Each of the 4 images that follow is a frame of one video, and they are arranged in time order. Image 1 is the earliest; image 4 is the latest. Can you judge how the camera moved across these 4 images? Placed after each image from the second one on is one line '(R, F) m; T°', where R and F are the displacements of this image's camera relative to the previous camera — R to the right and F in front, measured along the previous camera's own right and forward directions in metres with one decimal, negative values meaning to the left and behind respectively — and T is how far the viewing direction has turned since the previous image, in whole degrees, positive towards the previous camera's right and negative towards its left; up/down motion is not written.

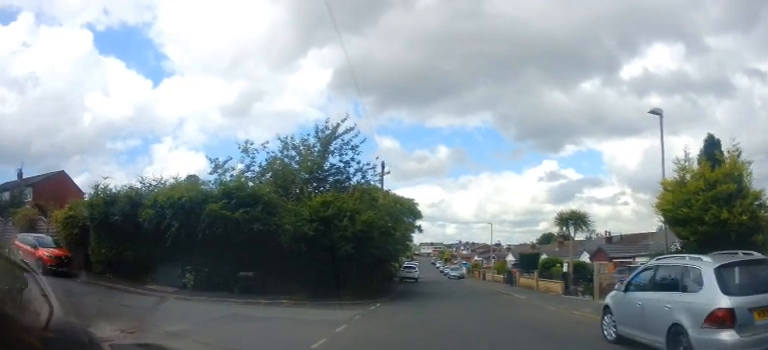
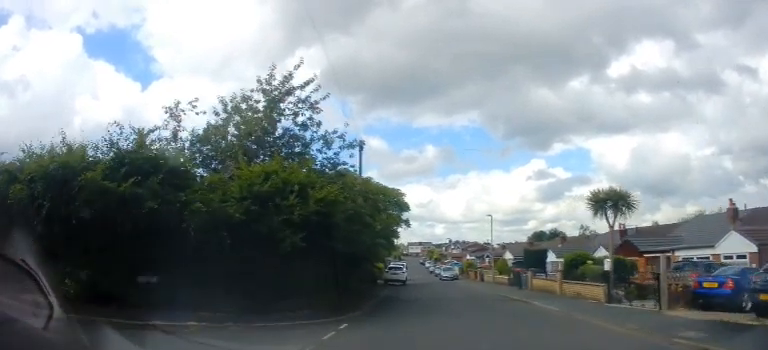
(+0.5, +6.3) m; +5°
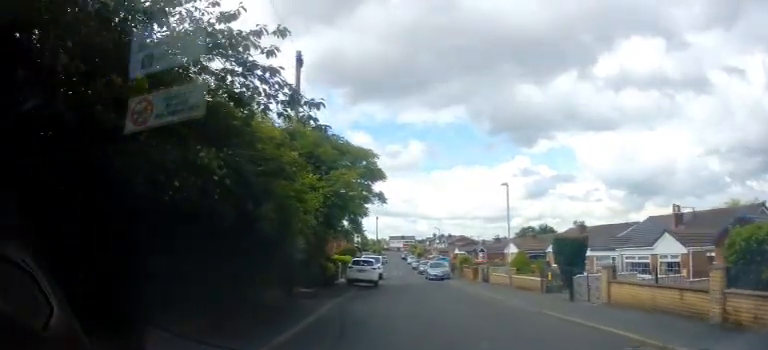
(-0.5, +12.3) m; -1°
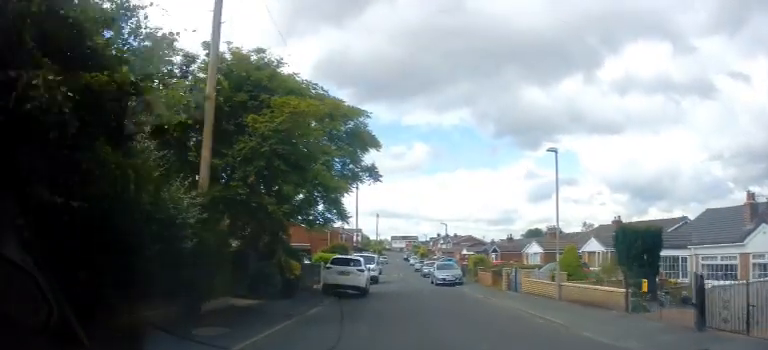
(+0.3, +7.7) m; +1°
